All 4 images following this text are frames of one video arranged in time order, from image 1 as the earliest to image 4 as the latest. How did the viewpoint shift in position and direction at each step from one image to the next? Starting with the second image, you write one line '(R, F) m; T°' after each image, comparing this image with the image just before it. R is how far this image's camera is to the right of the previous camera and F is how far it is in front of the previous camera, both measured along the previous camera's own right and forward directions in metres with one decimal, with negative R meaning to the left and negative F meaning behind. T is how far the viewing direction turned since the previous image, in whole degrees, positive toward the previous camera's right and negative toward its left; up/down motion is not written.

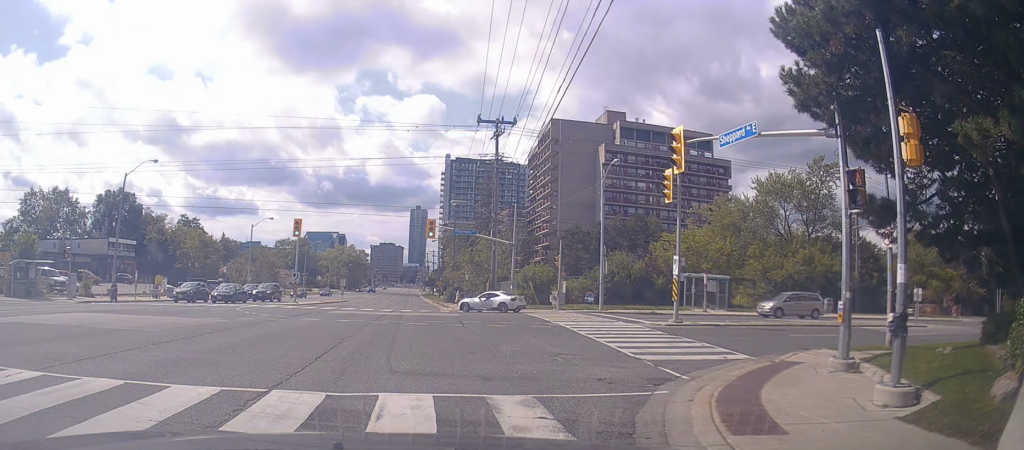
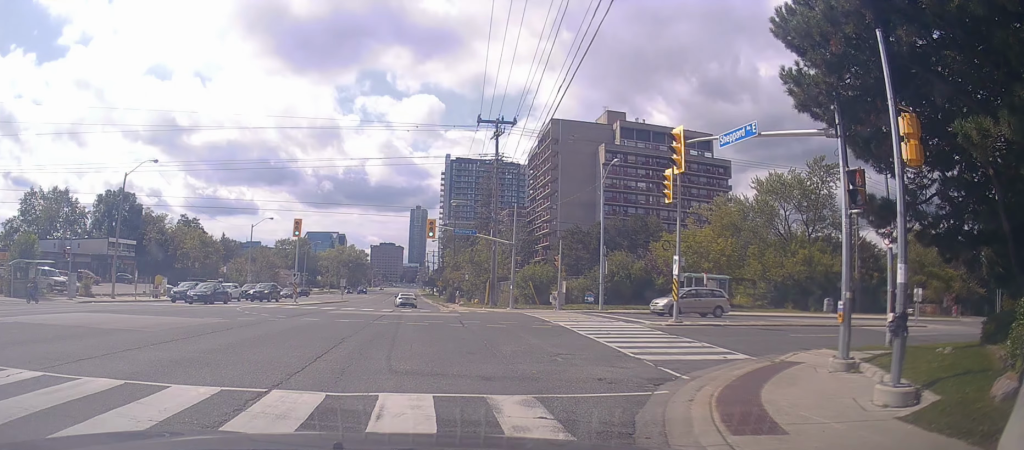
(0.0, 0.0) m; 0°
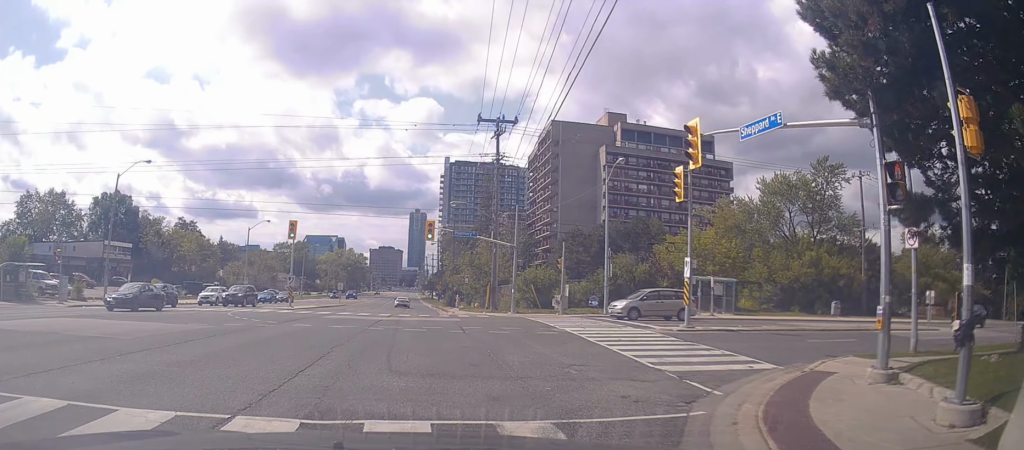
(0.0, +0.6) m; 0°
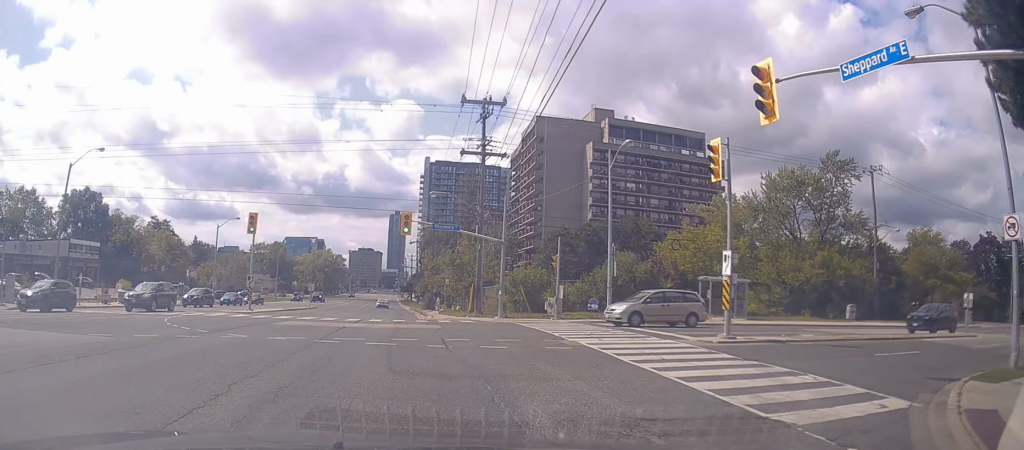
(0.0, +3.6) m; -1°
